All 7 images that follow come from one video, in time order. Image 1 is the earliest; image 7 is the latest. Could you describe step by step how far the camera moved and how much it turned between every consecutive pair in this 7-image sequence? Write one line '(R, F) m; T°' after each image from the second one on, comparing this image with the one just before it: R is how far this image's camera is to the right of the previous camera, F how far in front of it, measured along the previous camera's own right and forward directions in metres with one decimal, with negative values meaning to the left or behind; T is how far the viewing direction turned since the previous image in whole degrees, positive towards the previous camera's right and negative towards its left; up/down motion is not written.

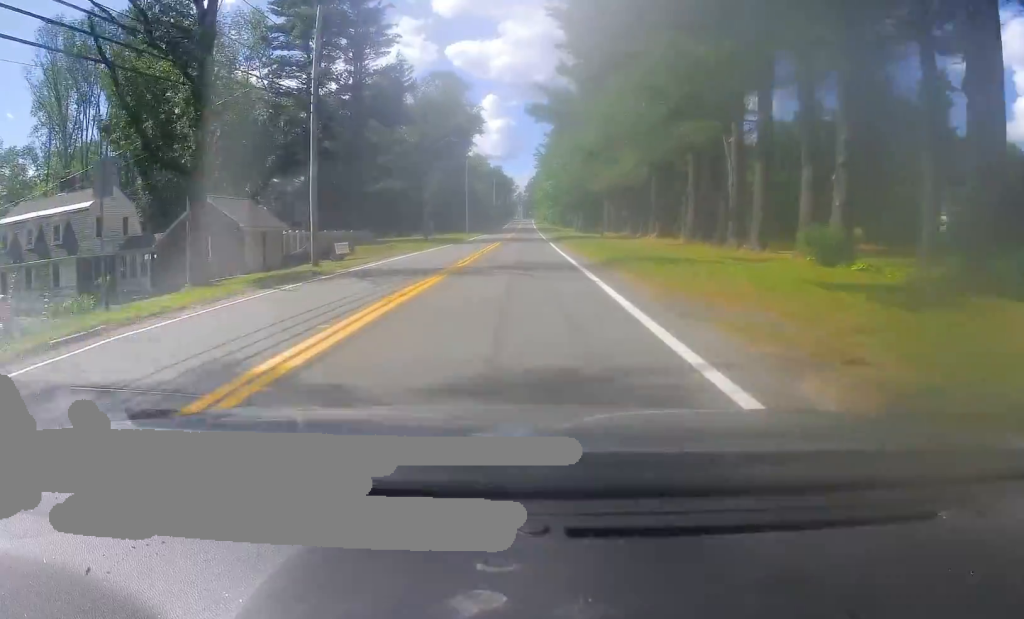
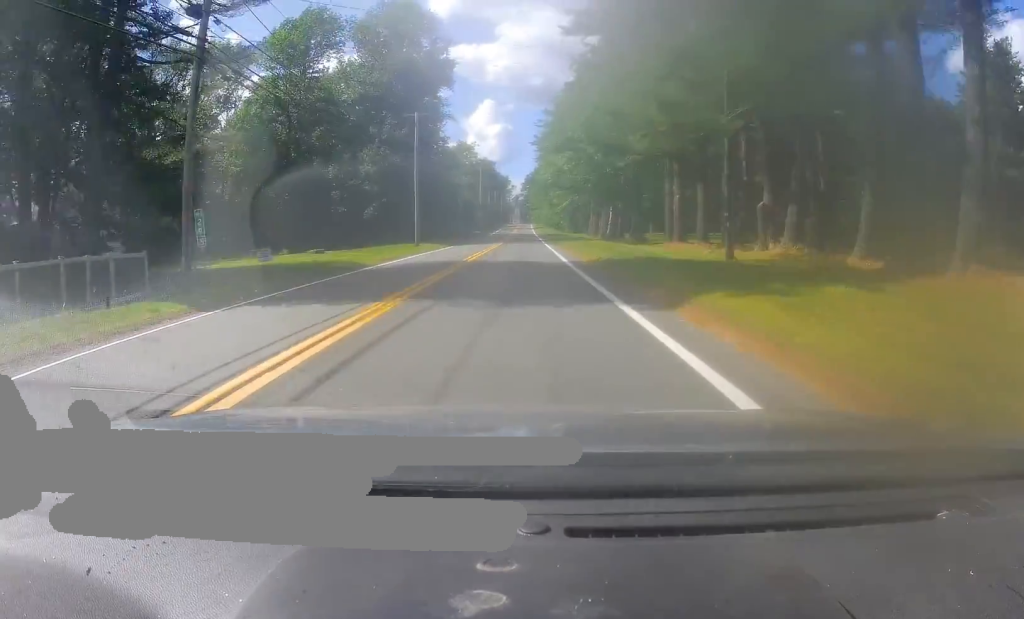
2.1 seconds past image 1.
(+0.5, +42.3) m; +1°
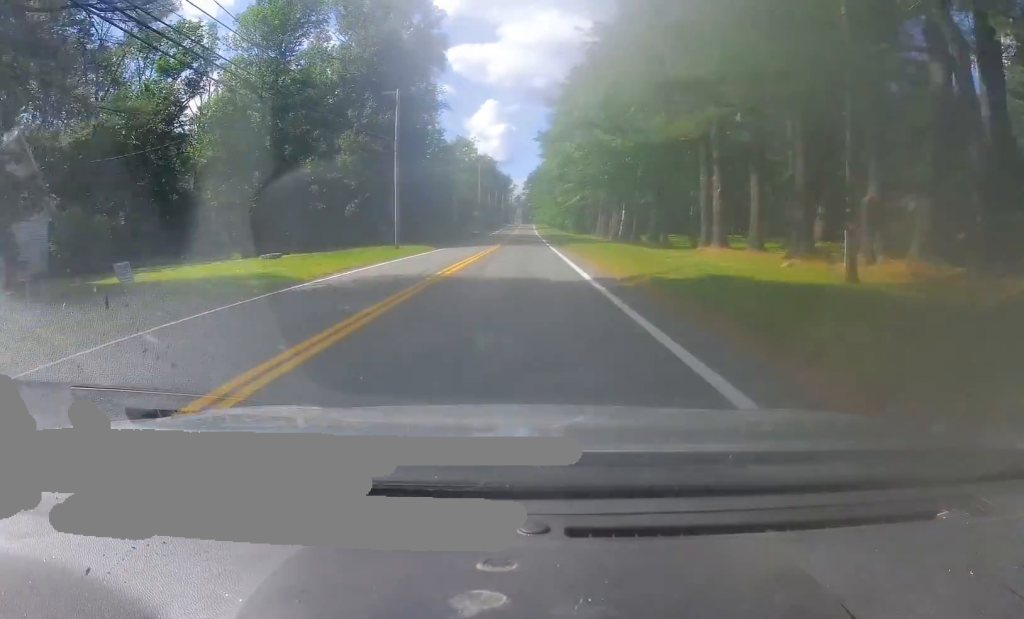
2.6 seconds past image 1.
(0.0, +9.2) m; 0°
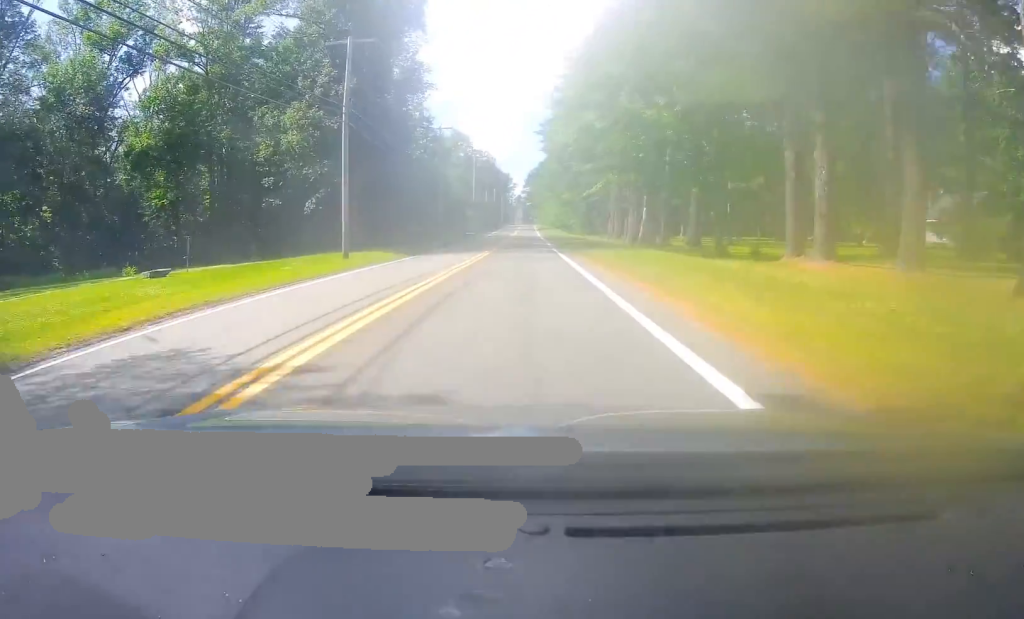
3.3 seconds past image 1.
(0.0, +13.2) m; -1°
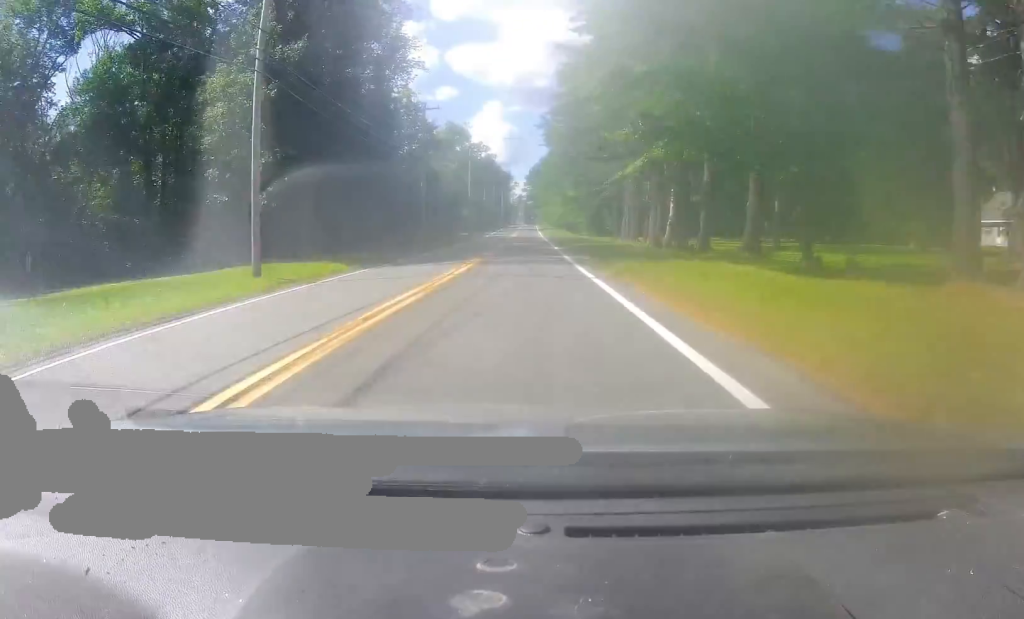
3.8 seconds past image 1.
(-0.1, +11.2) m; 0°
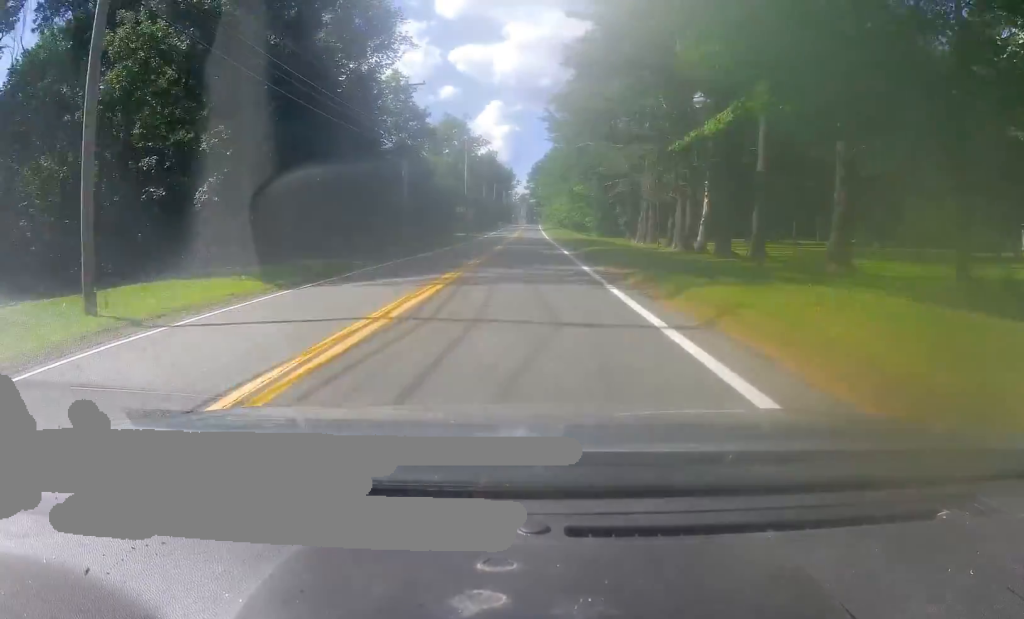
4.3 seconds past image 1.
(-0.2, +9.2) m; 0°
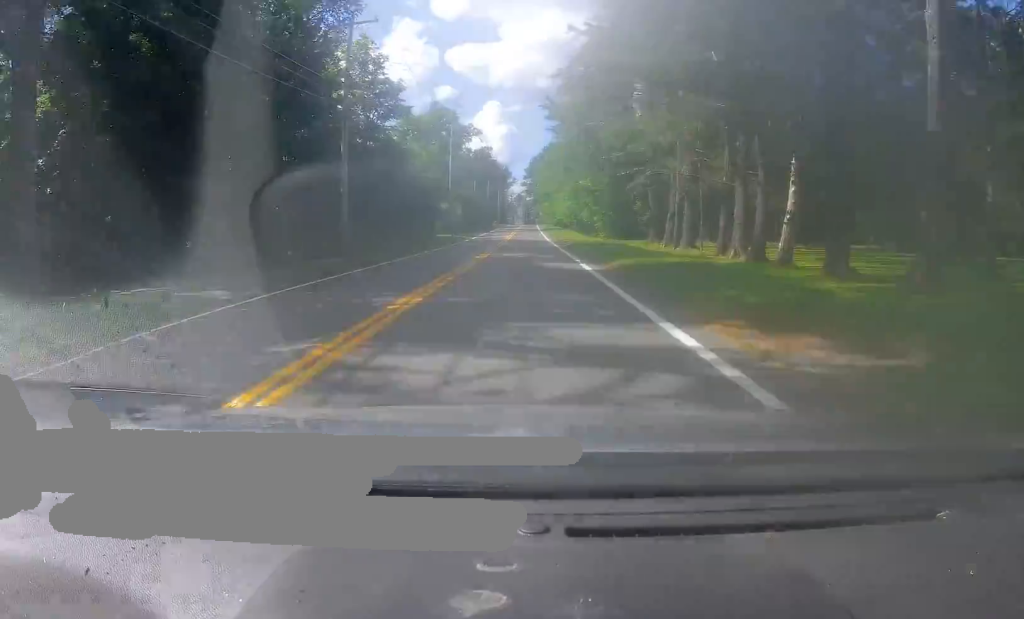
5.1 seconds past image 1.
(+0.2, +15.1) m; 0°
